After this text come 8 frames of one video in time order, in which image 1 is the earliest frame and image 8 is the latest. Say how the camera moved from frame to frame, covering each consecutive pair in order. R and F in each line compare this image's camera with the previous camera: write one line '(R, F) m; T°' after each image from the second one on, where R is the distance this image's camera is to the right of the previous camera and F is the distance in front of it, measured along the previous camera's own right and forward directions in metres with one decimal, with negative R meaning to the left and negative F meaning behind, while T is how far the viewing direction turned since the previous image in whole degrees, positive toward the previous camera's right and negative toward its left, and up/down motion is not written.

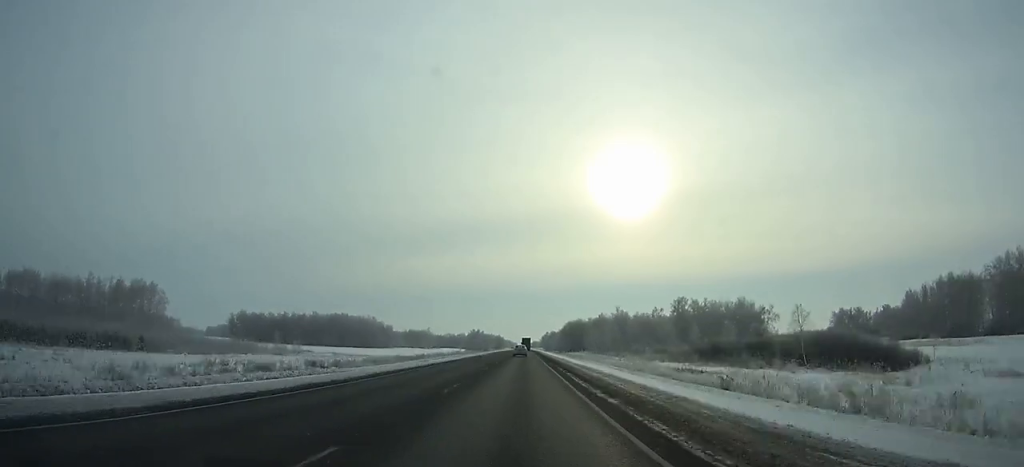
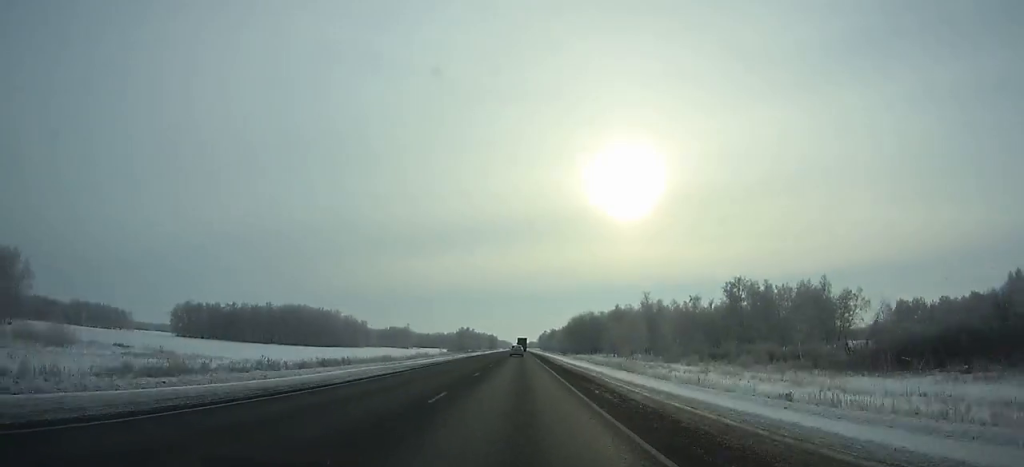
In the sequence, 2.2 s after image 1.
(+0.1, +62.4) m; 0°
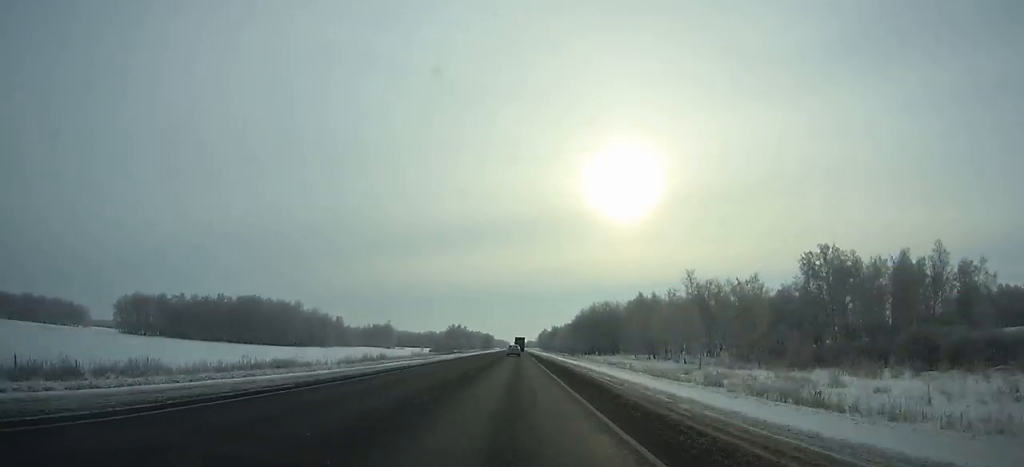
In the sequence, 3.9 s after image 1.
(+0.1, +48.2) m; 0°
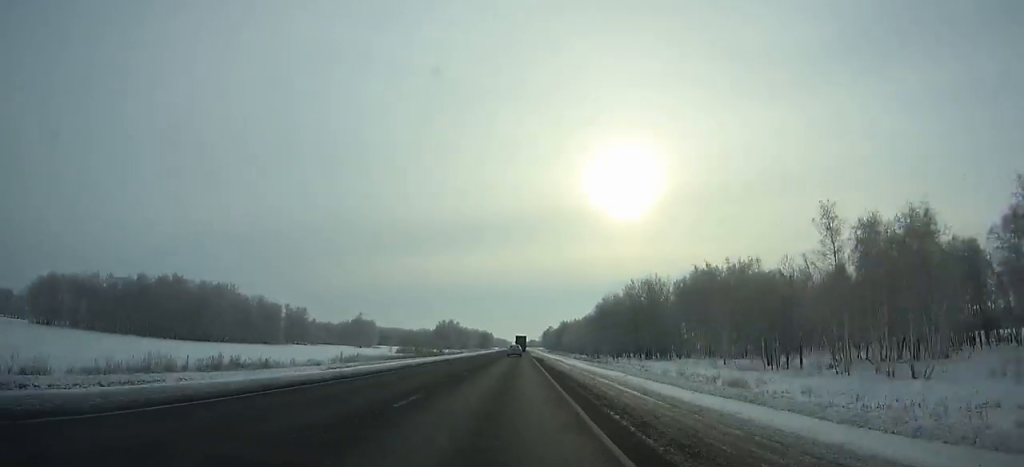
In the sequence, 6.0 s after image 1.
(-0.1, +59.7) m; 0°
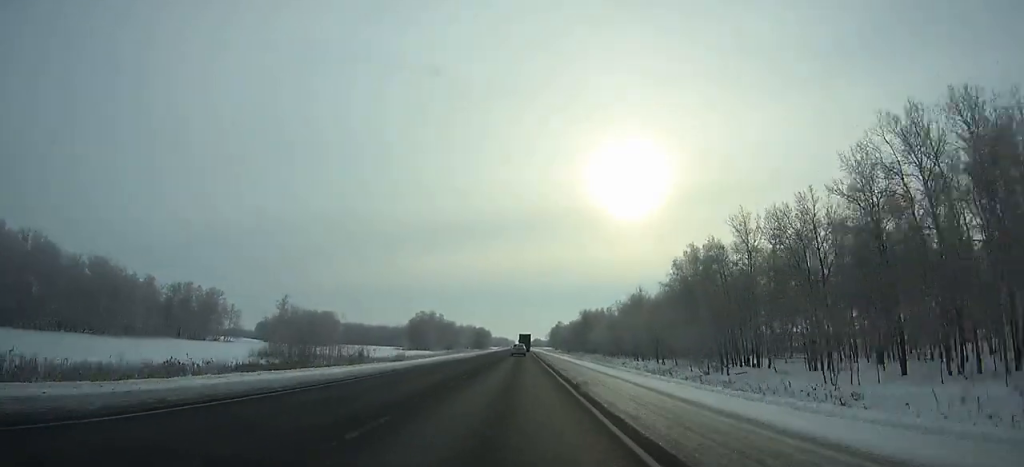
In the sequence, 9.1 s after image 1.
(-0.2, +87.4) m; 0°
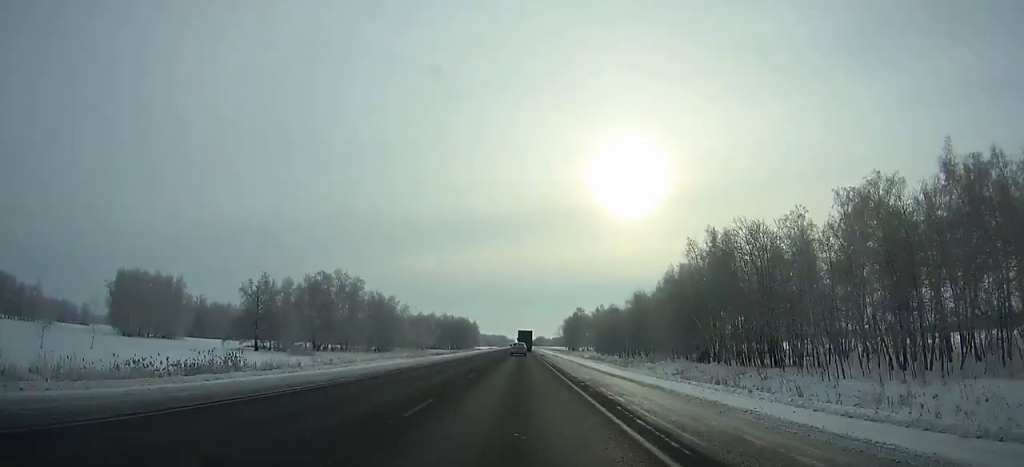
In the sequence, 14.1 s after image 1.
(+0.2, +137.3) m; 0°
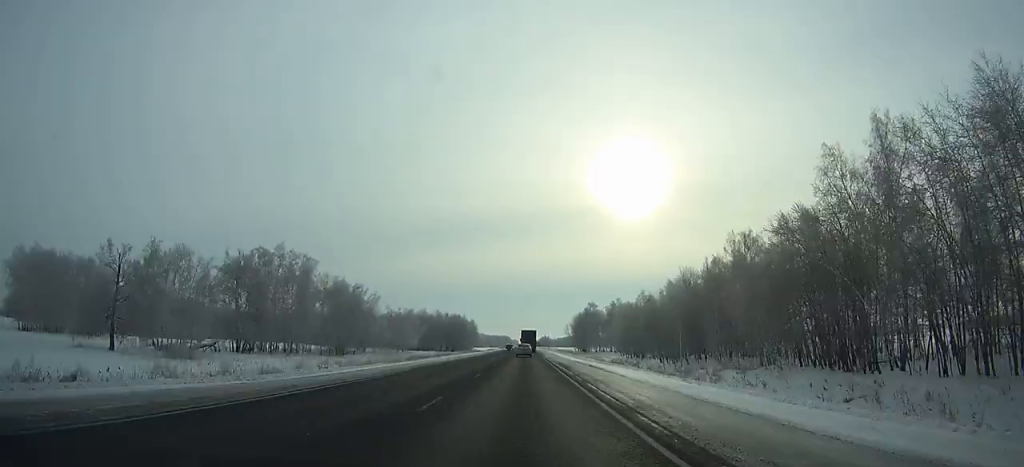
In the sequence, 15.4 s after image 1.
(0.0, +35.0) m; 0°
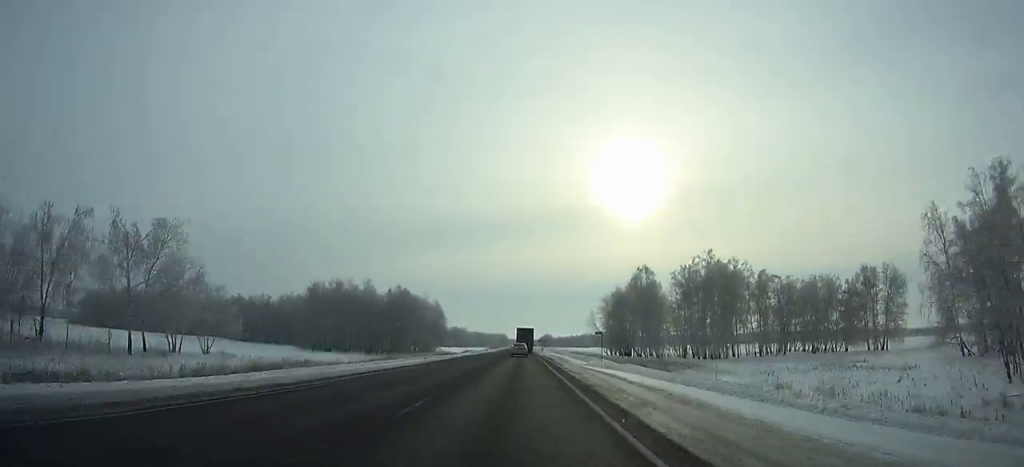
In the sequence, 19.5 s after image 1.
(-0.1, +106.2) m; 0°
